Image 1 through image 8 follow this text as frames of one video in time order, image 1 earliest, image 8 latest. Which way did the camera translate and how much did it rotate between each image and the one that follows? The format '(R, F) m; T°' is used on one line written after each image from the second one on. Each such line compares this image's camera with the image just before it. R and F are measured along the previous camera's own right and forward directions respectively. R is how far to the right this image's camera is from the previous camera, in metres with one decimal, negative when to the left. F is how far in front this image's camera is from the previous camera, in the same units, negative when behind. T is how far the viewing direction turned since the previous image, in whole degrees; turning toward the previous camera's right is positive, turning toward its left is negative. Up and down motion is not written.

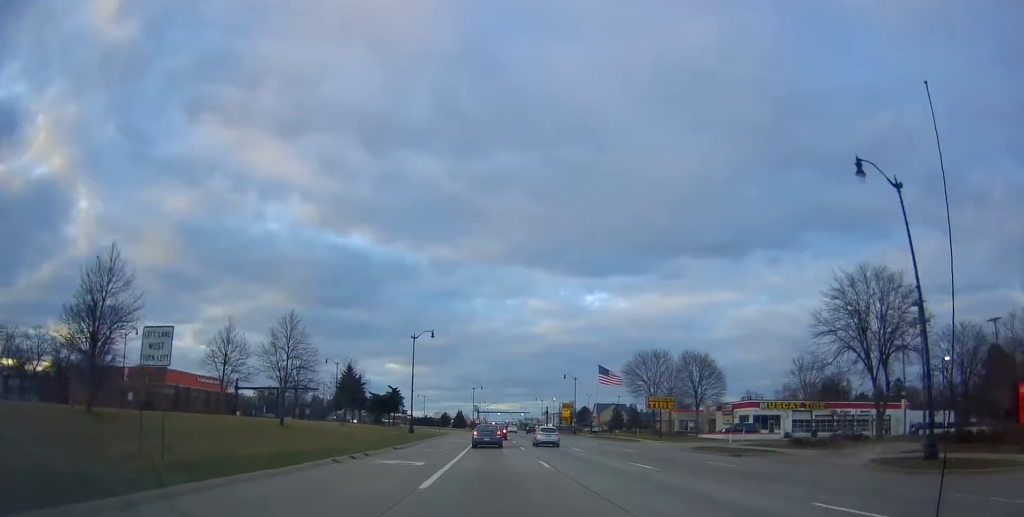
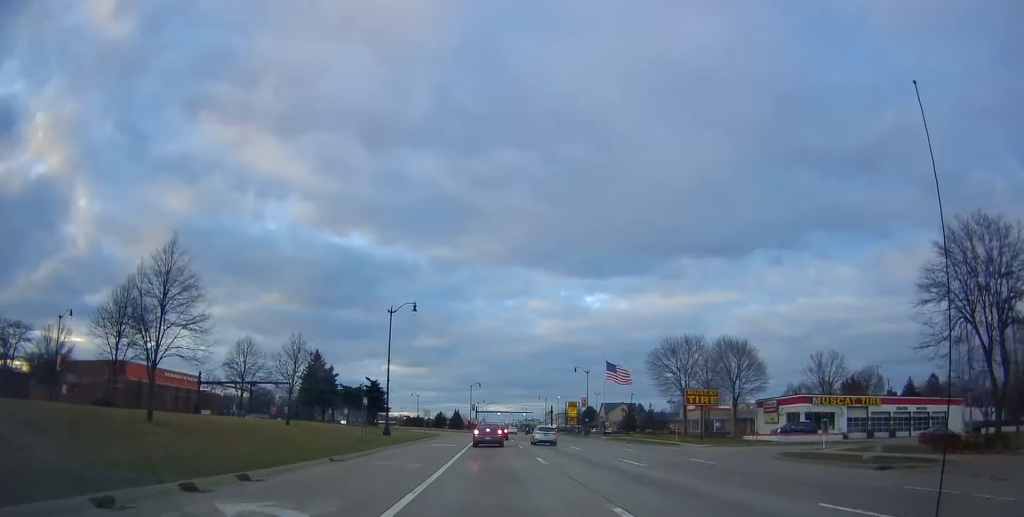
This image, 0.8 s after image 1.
(0.0, +14.2) m; -1°
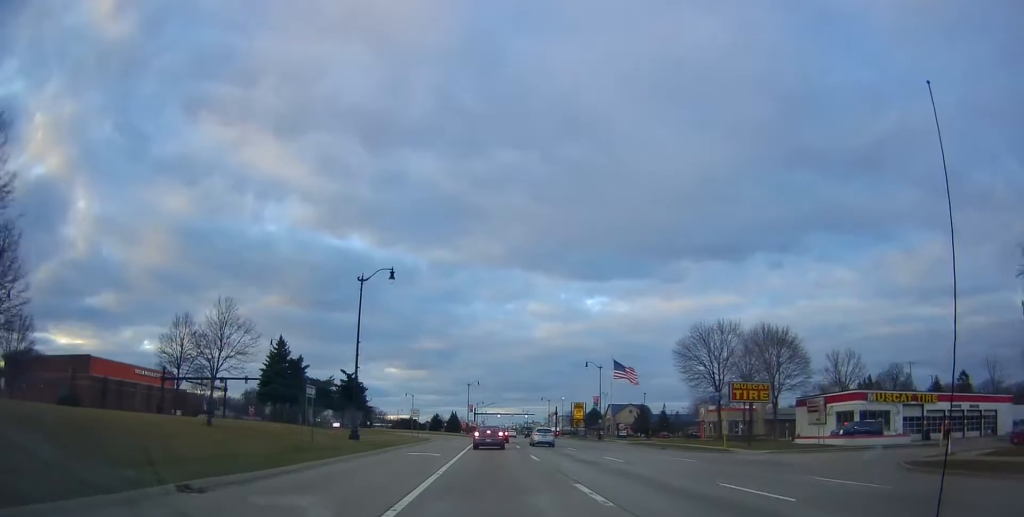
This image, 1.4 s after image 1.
(-0.1, +11.1) m; 0°
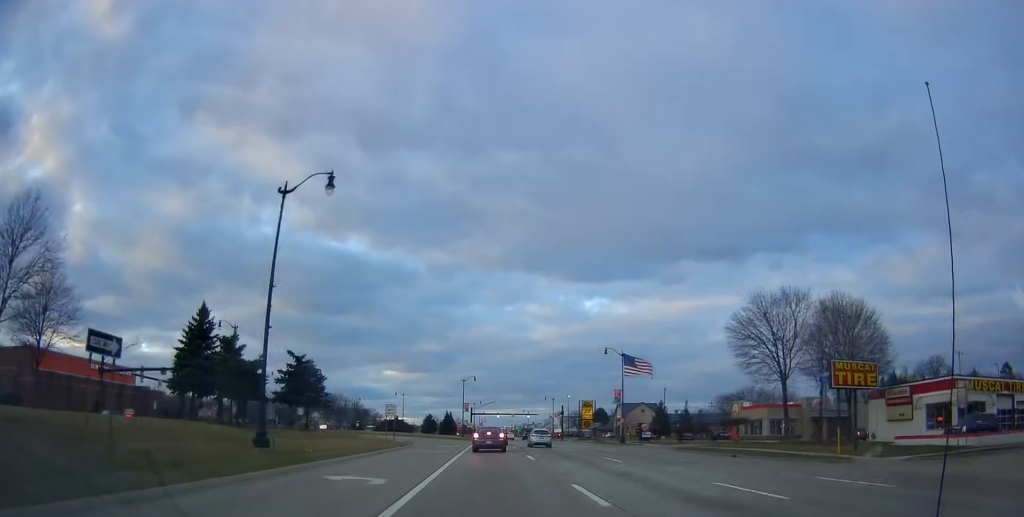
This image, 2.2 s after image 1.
(-0.3, +14.9) m; 0°
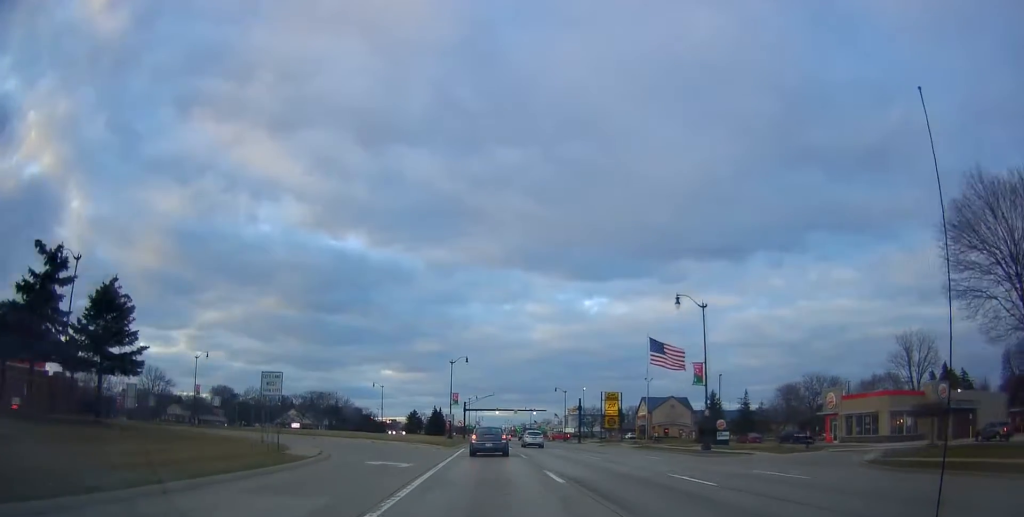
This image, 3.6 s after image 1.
(-0.3, +26.7) m; -1°
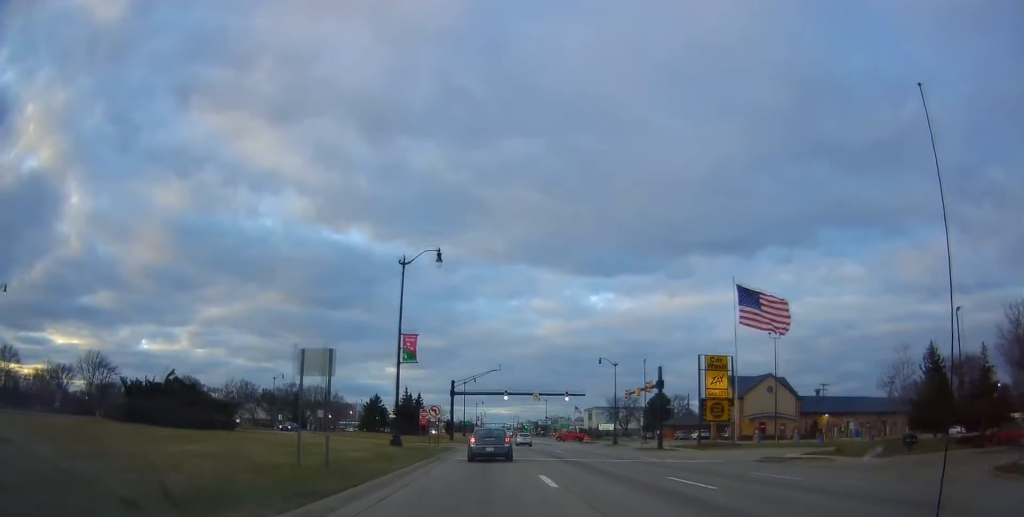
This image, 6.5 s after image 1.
(0.0, +47.1) m; -1°
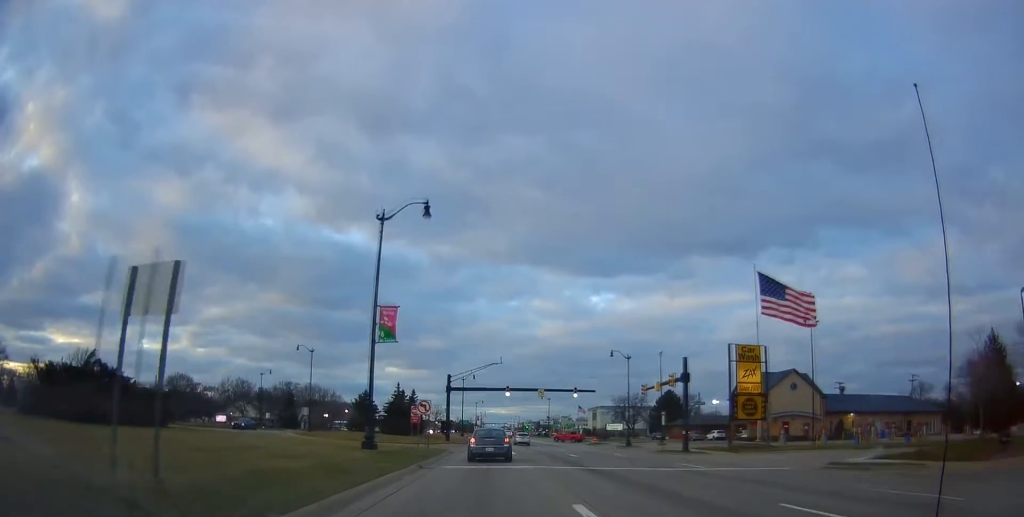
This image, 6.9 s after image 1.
(-0.2, +7.4) m; +1°
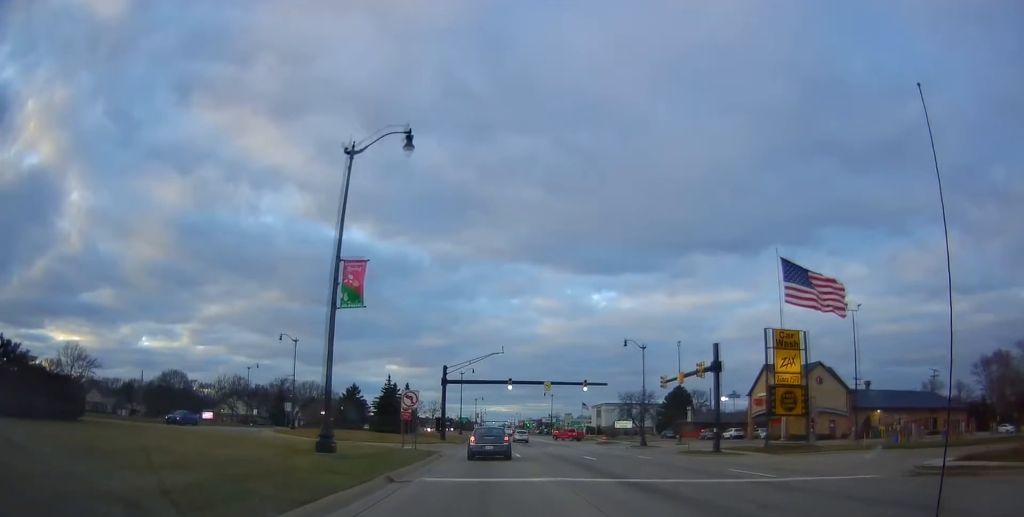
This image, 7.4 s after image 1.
(+0.1, +6.7) m; +1°
